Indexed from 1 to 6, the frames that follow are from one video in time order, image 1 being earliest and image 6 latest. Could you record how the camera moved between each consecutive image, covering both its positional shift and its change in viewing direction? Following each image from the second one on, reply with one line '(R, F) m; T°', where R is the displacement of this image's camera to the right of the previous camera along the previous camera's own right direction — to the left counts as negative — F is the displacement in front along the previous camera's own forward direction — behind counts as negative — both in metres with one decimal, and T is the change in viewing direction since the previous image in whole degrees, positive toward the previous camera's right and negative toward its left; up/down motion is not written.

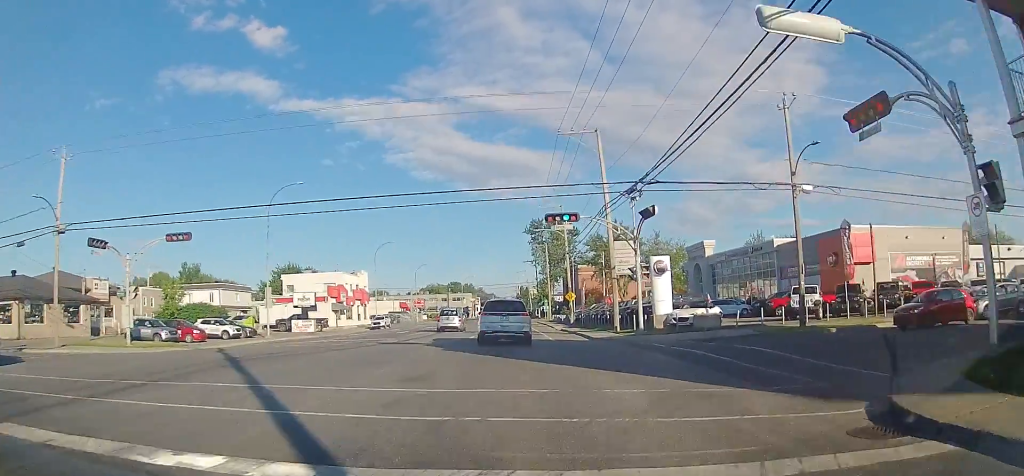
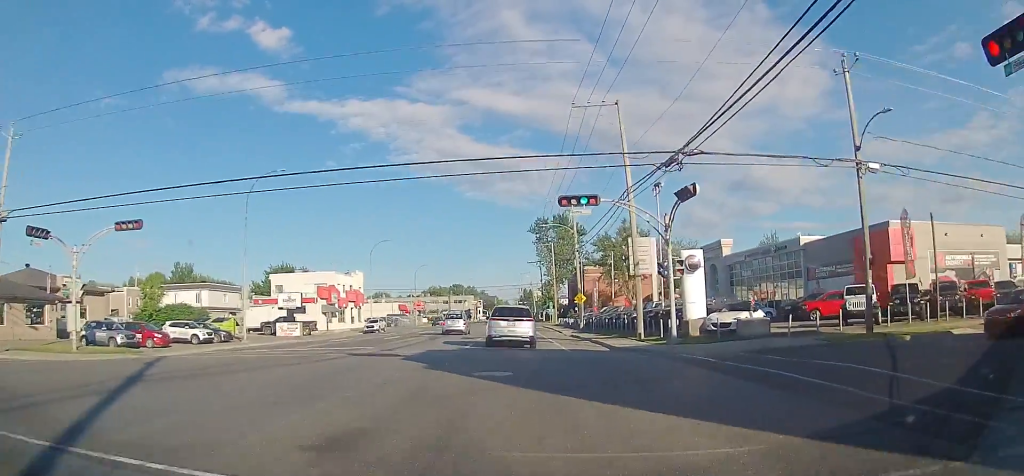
(+0.5, +5.2) m; +1°
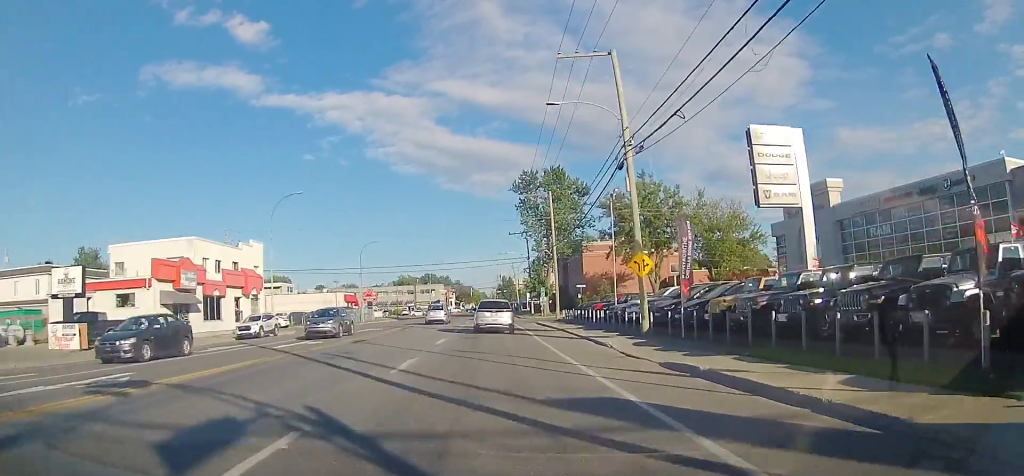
(+0.2, +28.5) m; +2°
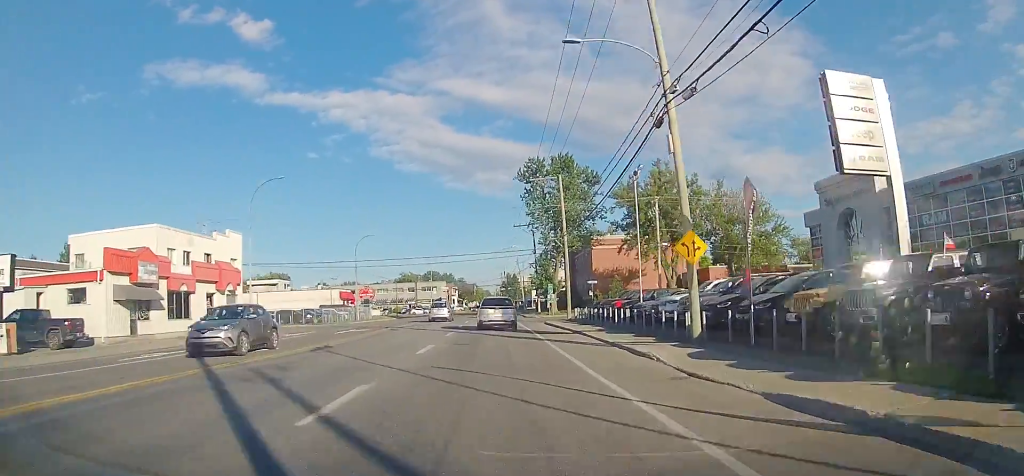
(+0.1, +5.5) m; +1°
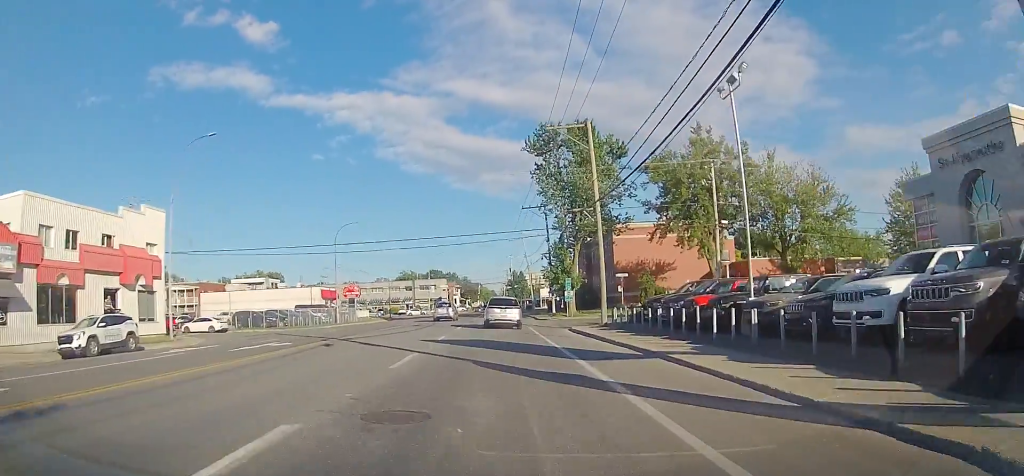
(+0.3, +13.2) m; 0°
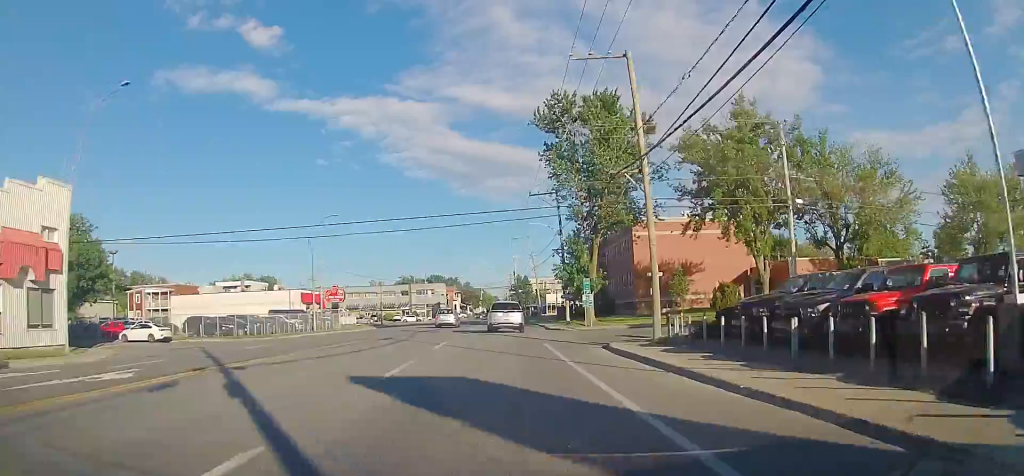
(-0.2, +10.2) m; -1°
